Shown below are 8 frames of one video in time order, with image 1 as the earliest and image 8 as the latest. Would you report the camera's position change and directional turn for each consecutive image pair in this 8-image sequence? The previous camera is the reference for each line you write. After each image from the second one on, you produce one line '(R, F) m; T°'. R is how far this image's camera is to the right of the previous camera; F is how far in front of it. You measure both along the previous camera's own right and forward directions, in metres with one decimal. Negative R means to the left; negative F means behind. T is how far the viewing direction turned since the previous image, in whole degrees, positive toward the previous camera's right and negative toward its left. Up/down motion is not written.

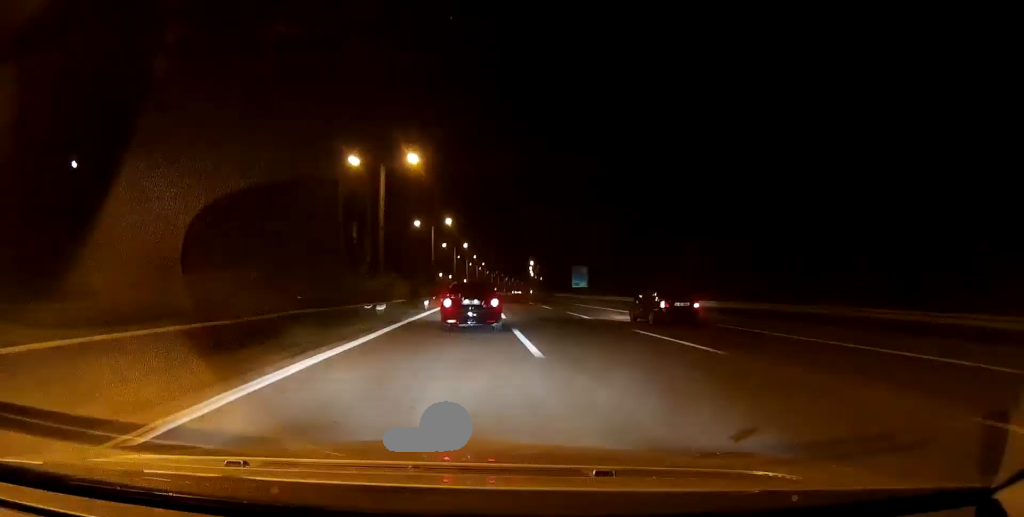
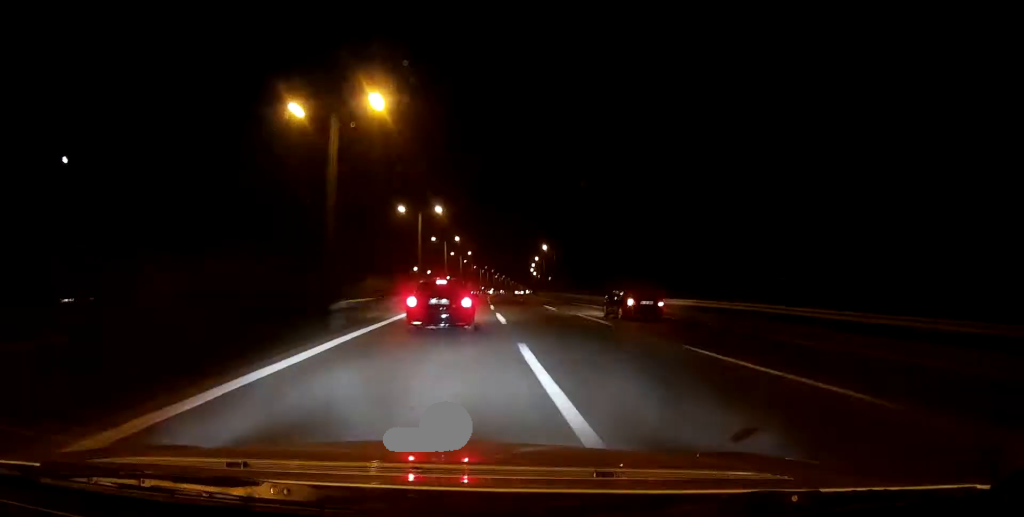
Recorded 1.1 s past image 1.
(+0.6, +66.6) m; +1°
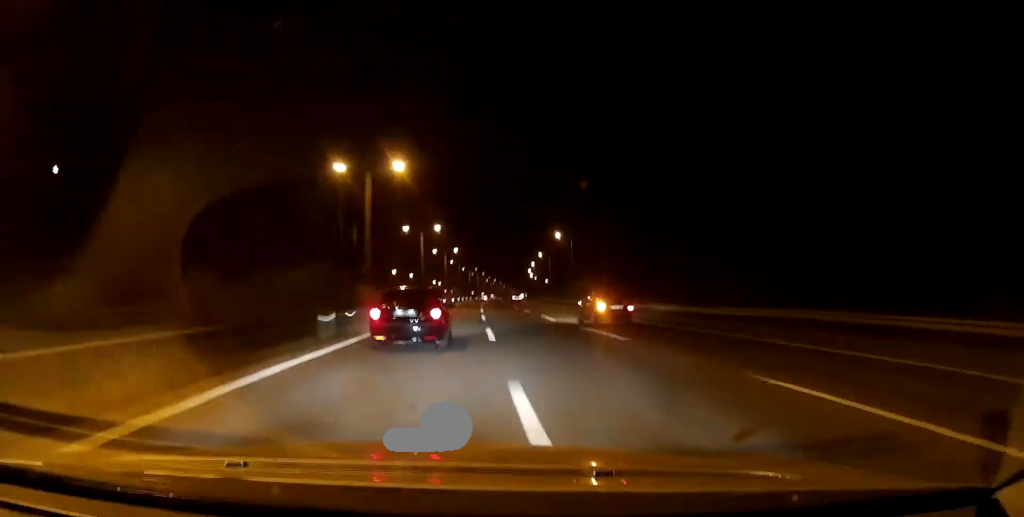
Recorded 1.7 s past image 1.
(+0.2, +33.4) m; +1°
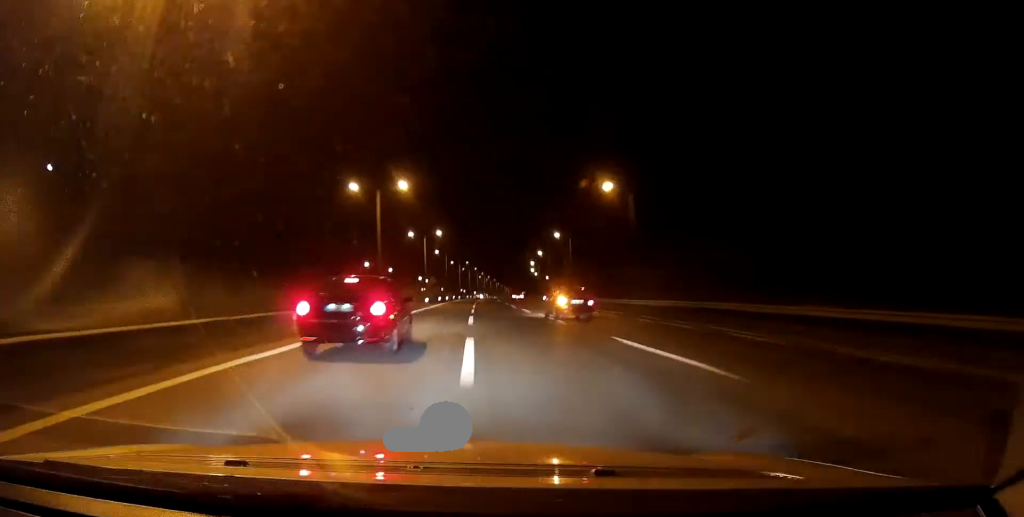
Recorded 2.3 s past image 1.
(+0.2, +38.3) m; +1°
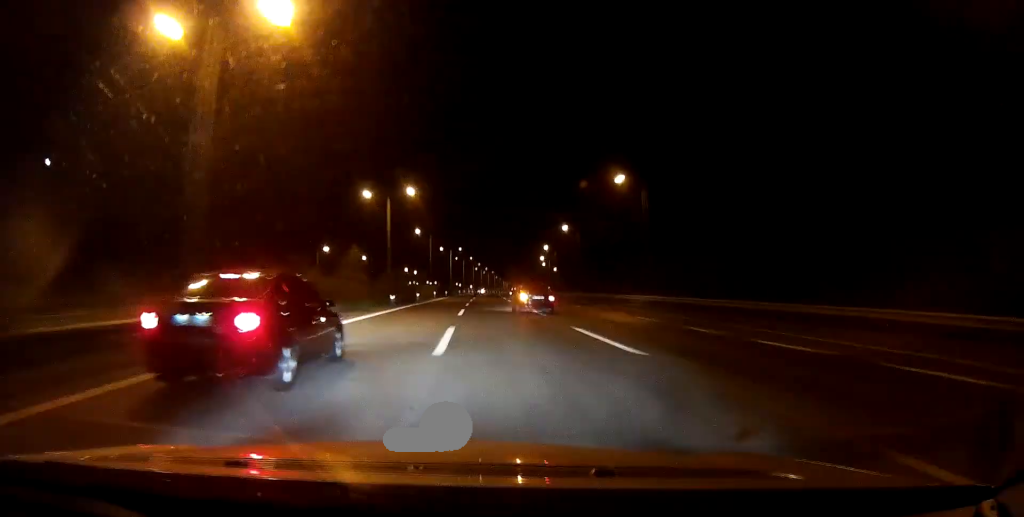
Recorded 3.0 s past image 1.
(+0.3, +40.9) m; 0°
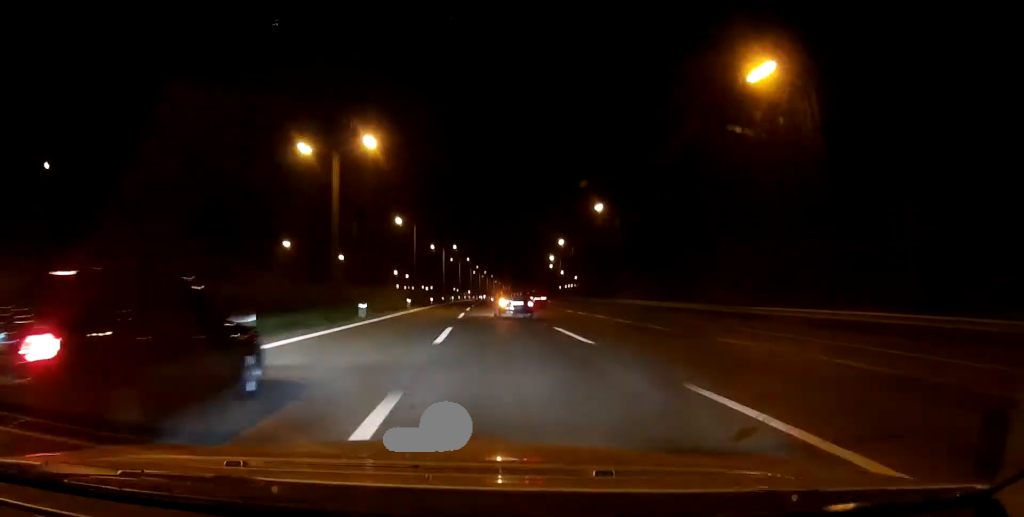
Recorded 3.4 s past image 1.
(+0.1, +26.5) m; 0°
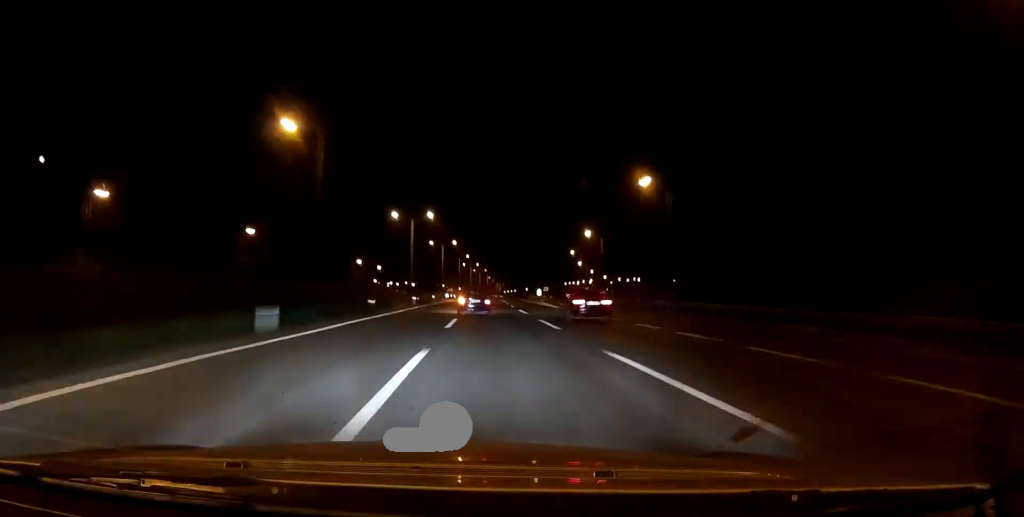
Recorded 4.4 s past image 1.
(0.0, +55.7) m; +1°
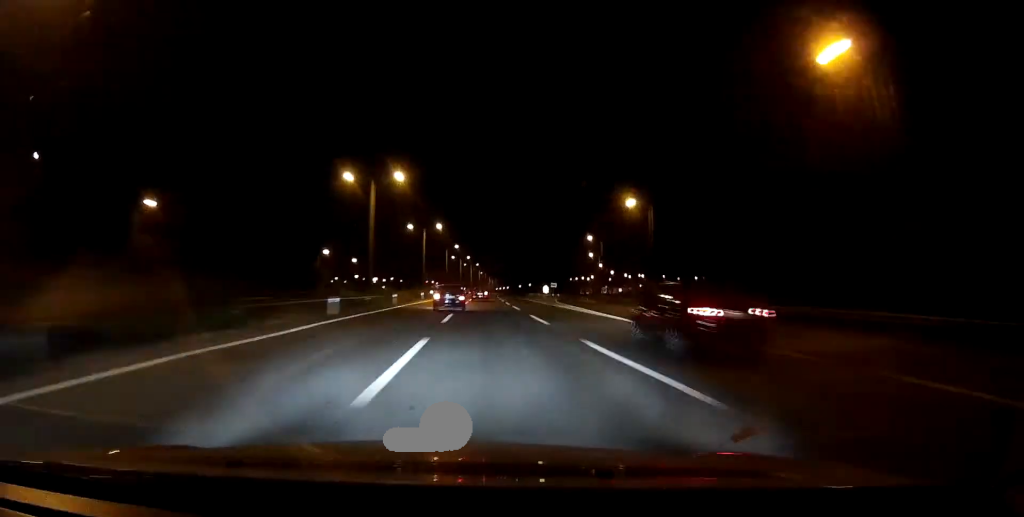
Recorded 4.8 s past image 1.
(+0.3, +26.7) m; 0°
